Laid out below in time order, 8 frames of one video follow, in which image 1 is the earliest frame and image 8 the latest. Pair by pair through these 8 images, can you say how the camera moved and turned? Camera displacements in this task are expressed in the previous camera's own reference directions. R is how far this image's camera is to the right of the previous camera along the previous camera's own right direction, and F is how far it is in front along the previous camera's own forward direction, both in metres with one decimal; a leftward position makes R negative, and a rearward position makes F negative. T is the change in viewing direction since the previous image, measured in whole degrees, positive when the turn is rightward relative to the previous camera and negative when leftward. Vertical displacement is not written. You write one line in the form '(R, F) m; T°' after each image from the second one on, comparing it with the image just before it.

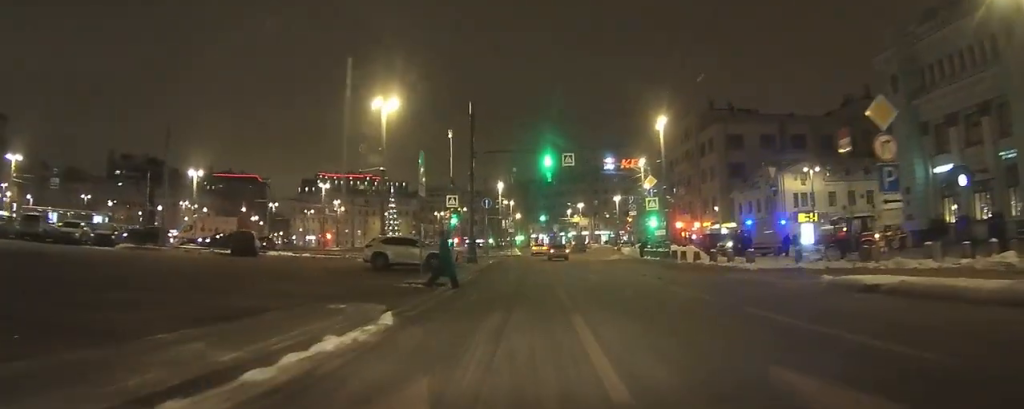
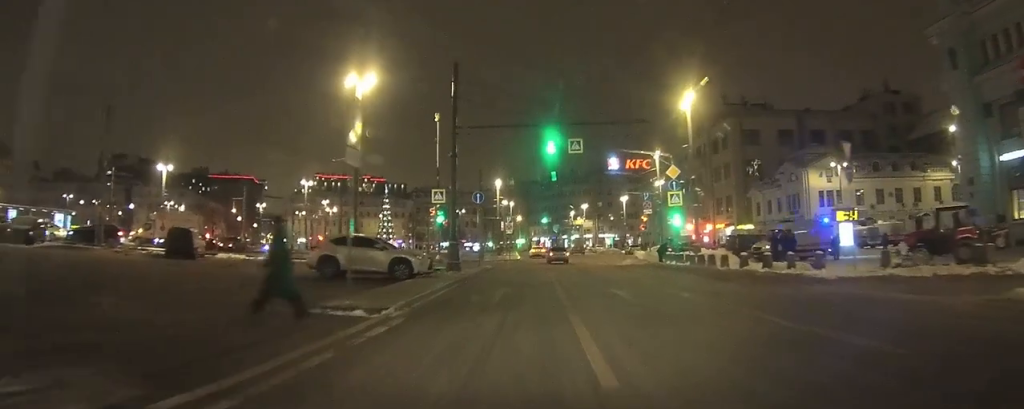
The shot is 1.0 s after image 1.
(0.0, +7.5) m; 0°
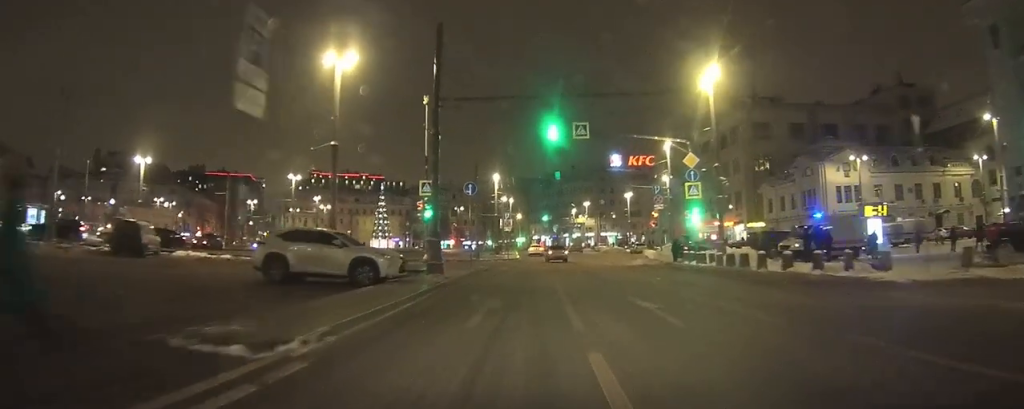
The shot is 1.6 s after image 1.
(0.0, +4.5) m; 0°
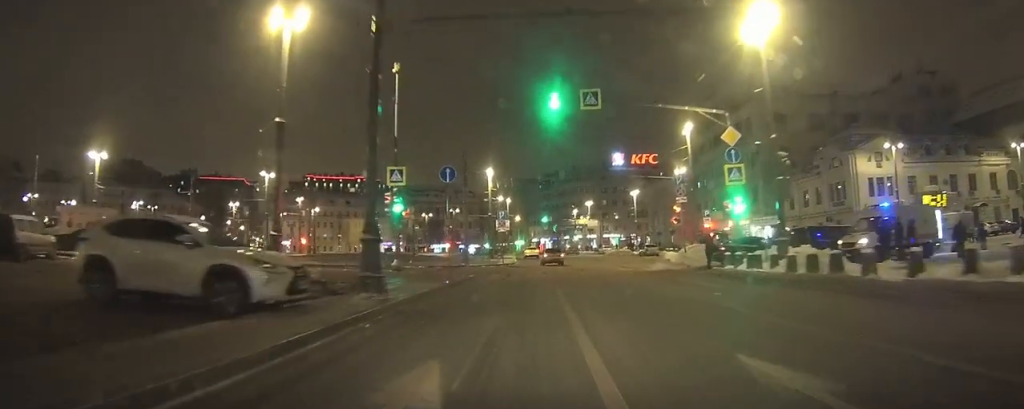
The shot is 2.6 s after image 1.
(0.0, +7.6) m; 0°
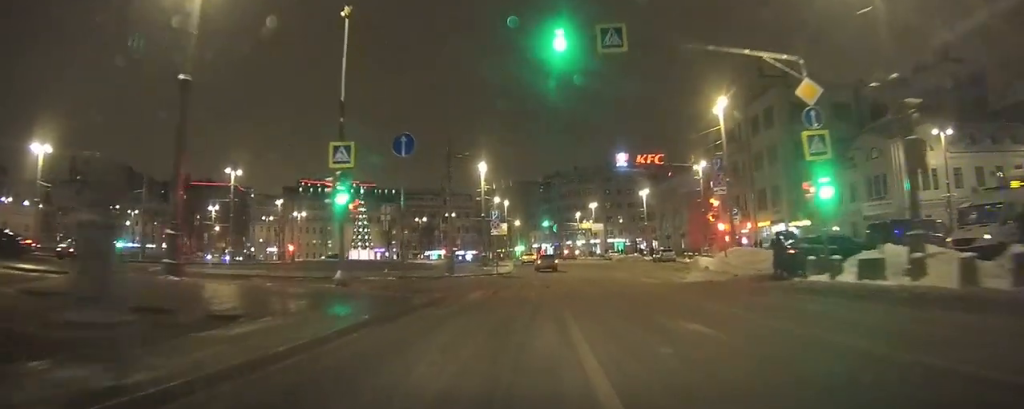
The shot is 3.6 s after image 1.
(0.0, +8.3) m; +1°
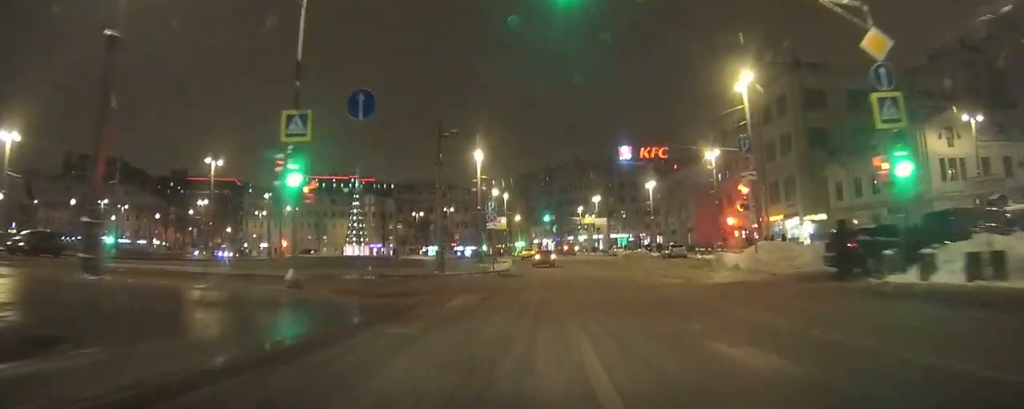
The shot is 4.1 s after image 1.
(+0.1, +4.4) m; +1°
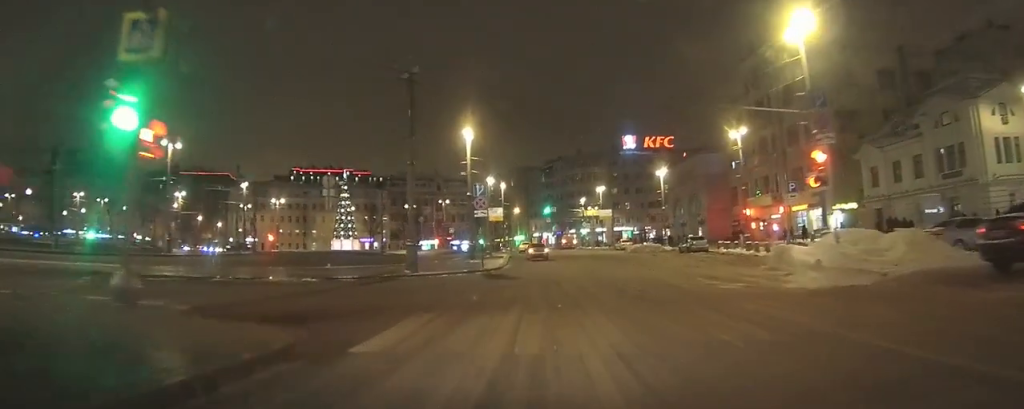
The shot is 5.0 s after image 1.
(+0.1, +7.7) m; +1°
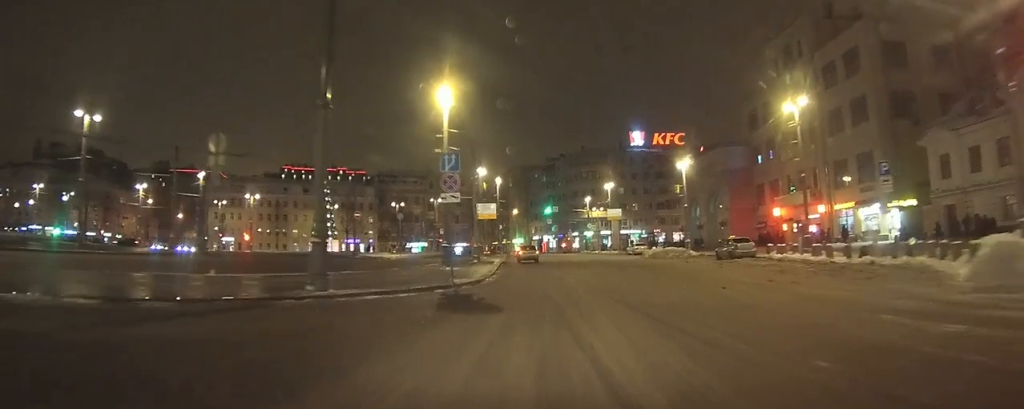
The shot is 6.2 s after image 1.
(+0.1, +11.7) m; 0°
